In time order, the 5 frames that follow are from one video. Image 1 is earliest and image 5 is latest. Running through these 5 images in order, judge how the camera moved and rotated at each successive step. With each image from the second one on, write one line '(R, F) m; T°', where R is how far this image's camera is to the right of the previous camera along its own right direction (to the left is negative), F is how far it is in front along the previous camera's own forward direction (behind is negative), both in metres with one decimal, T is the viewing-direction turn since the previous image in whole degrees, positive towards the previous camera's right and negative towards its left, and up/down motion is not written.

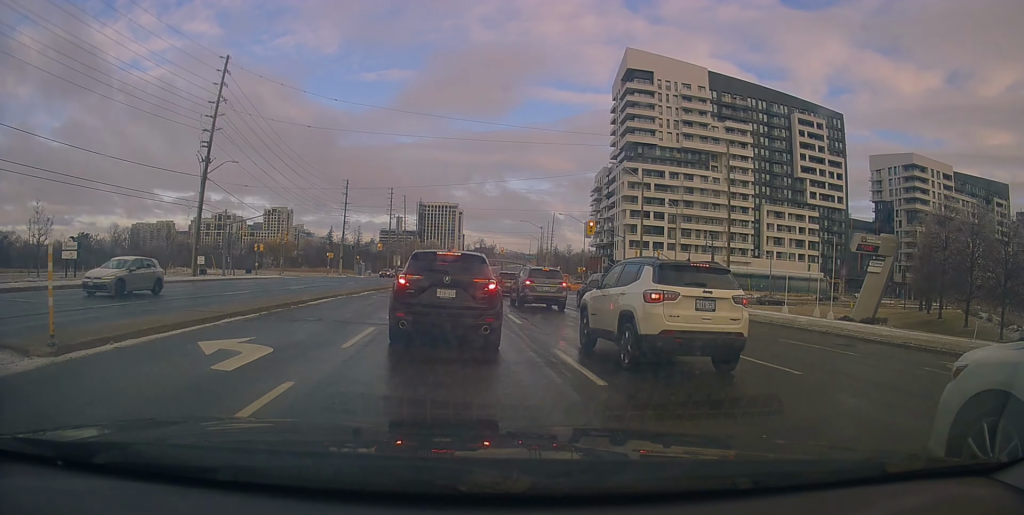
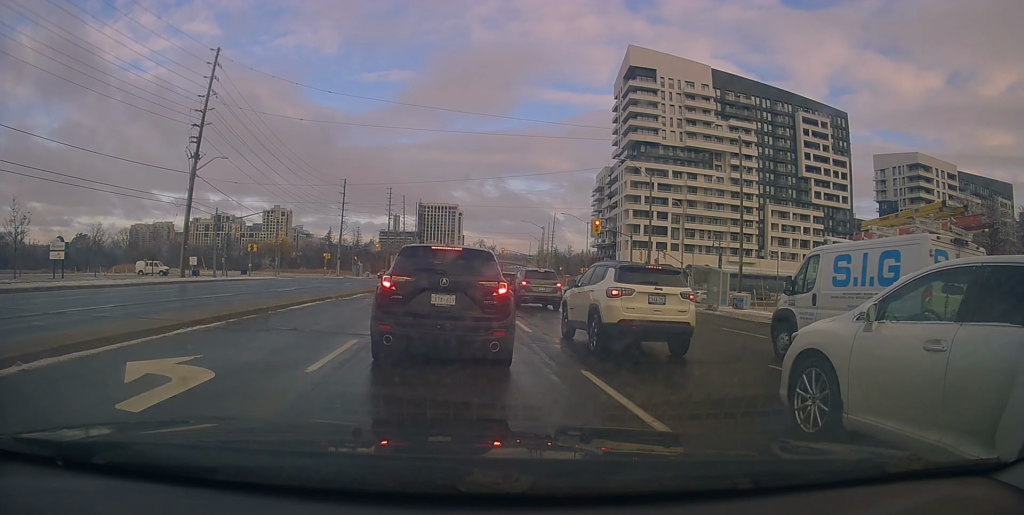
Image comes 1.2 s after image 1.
(-0.4, +3.9) m; +1°
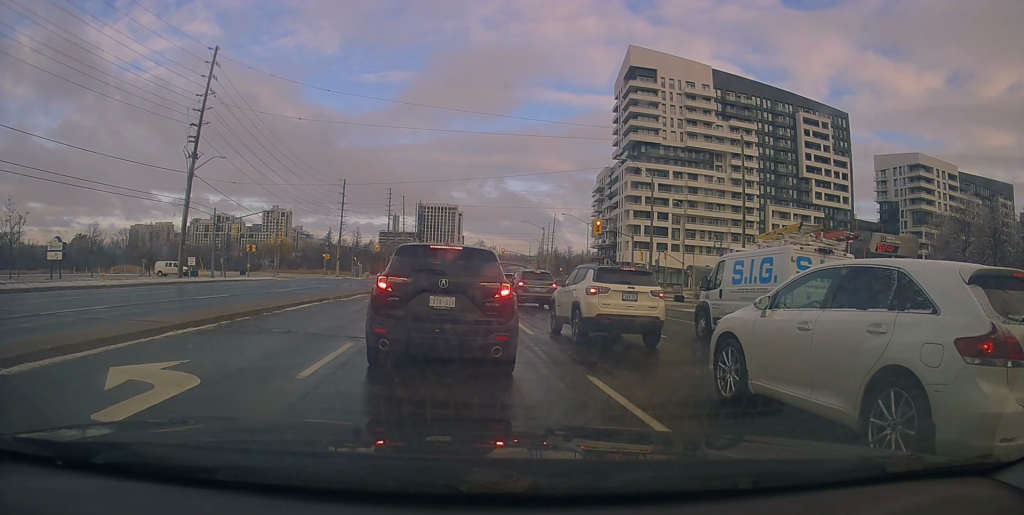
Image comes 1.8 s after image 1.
(+0.4, +1.2) m; 0°
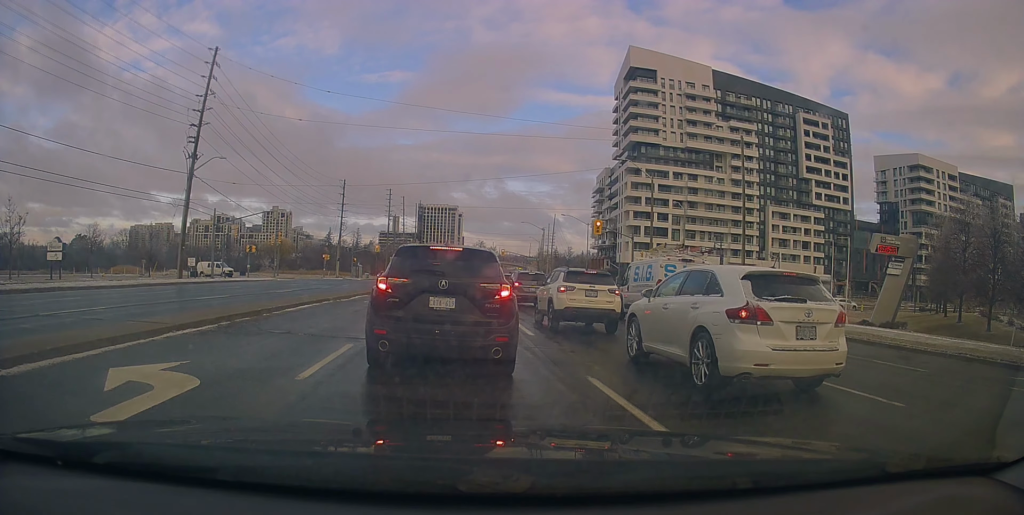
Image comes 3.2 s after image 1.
(+0.2, +0.6) m; 0°
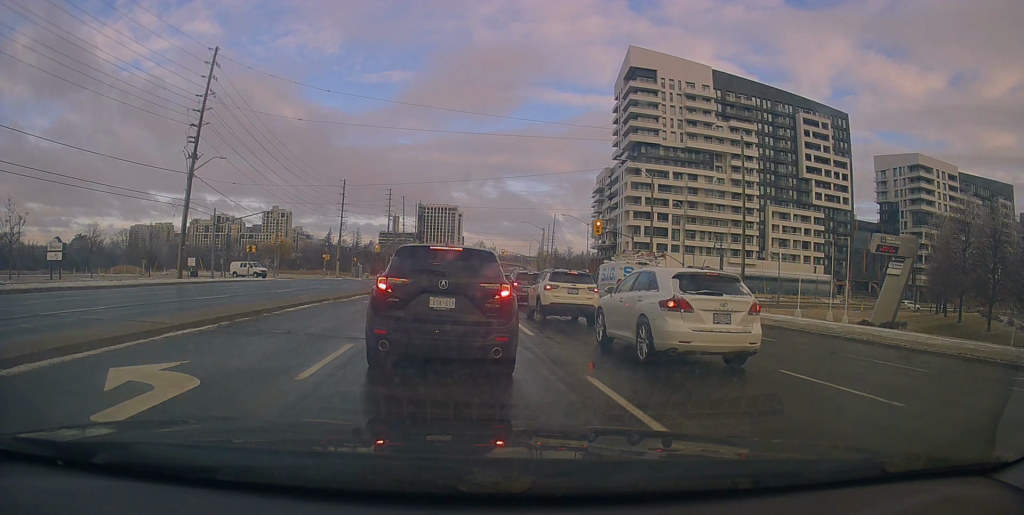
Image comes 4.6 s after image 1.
(0.0, 0.0) m; 0°
